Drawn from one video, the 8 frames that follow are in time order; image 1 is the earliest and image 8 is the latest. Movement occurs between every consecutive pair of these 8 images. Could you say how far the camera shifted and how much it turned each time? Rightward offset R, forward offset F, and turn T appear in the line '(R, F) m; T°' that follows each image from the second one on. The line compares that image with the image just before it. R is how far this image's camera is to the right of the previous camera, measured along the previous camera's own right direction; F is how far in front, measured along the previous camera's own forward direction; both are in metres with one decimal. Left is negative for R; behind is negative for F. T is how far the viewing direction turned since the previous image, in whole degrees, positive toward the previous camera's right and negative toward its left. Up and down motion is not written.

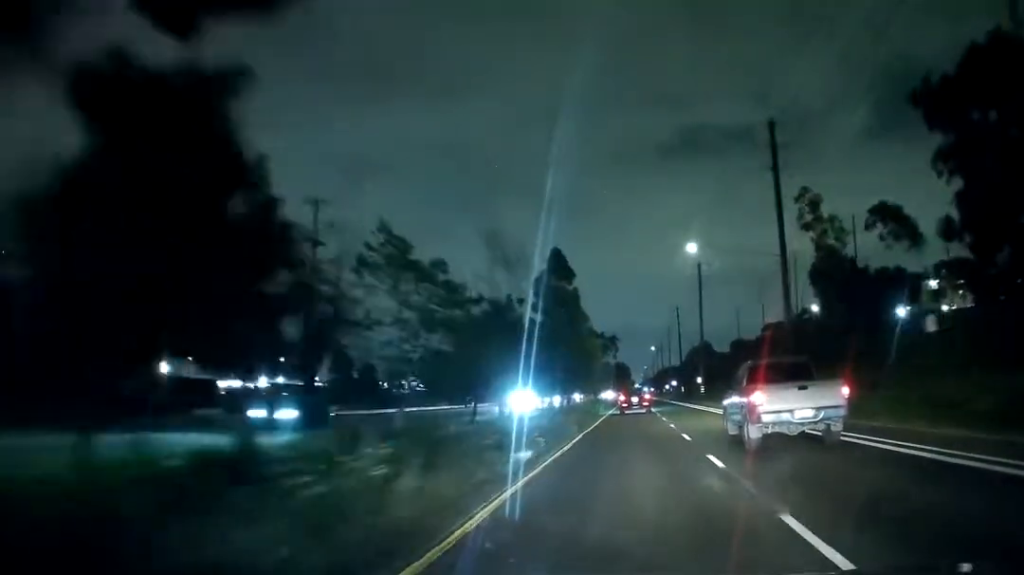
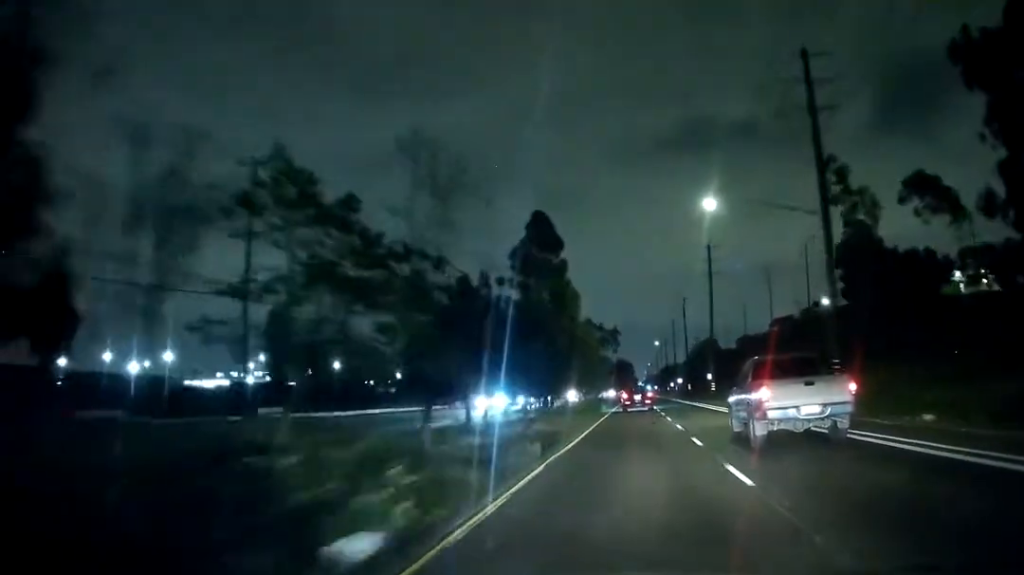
(0.0, +10.4) m; 0°
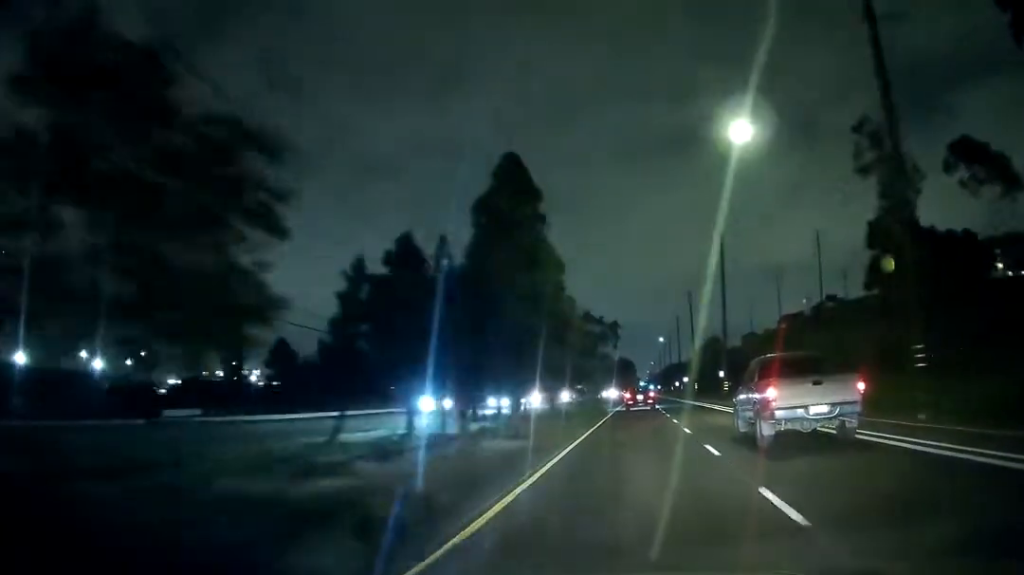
(0.0, +10.0) m; 0°
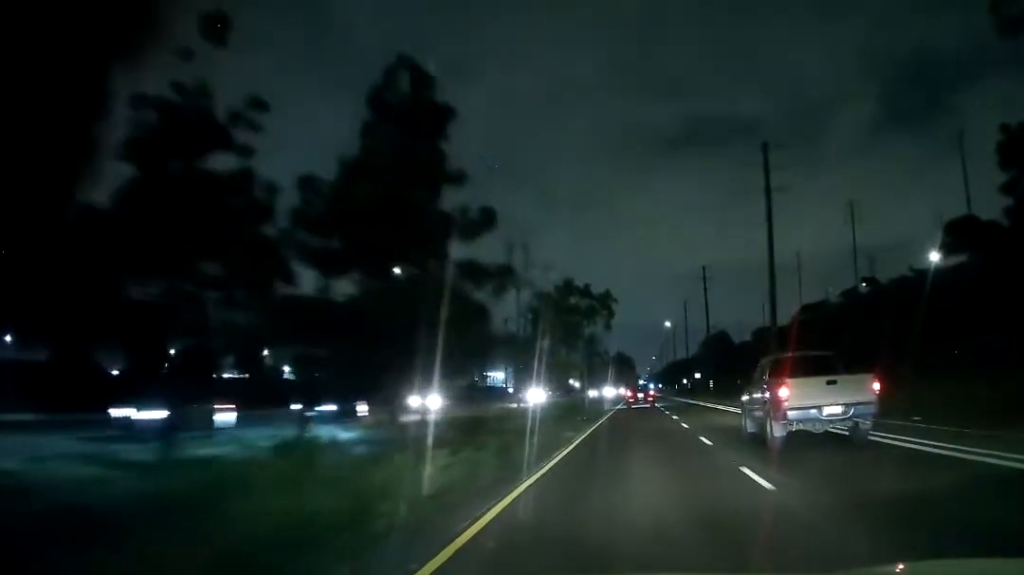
(-0.2, +27.3) m; 0°
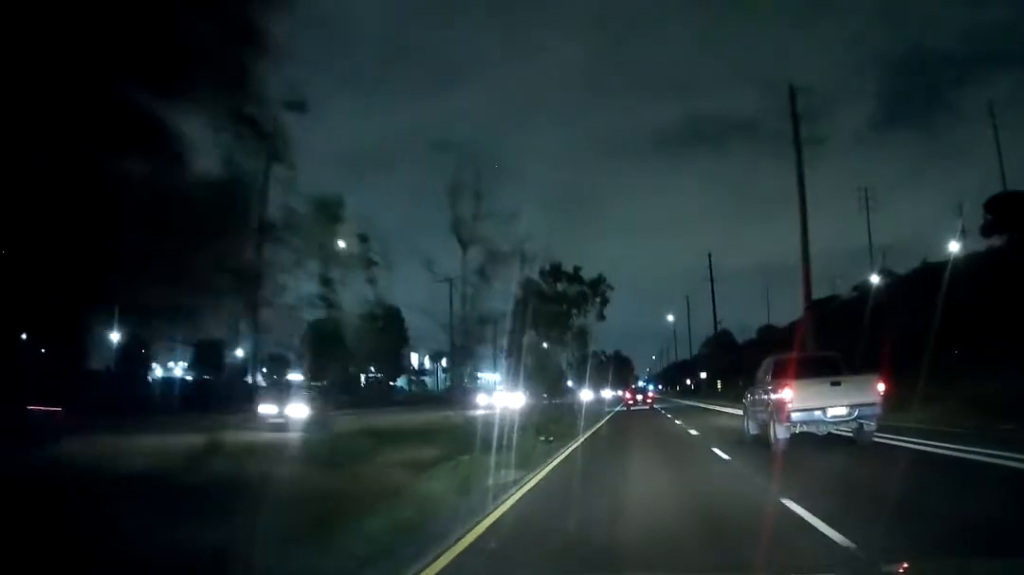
(+0.1, +10.9) m; 0°
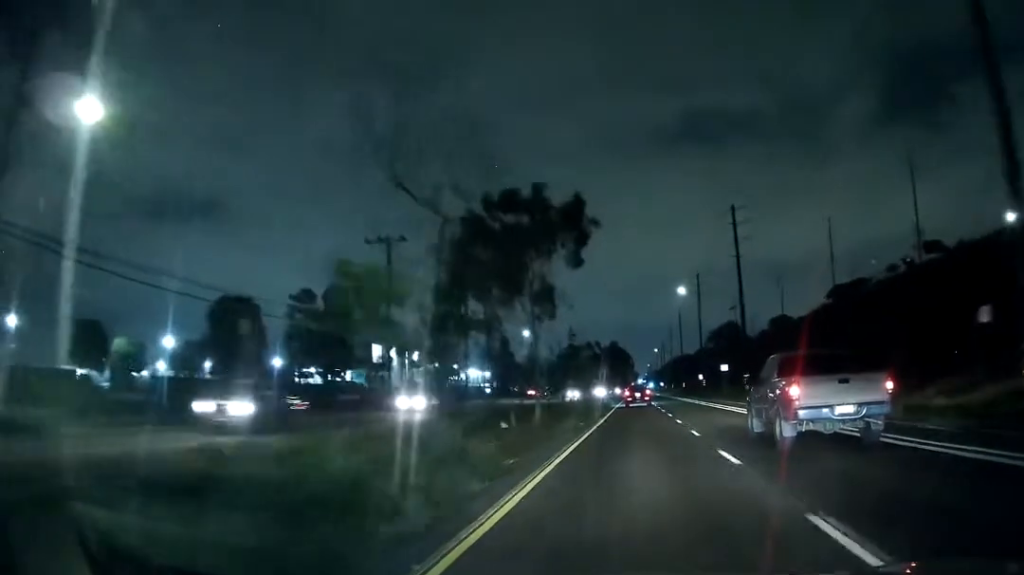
(-0.2, +23.3) m; 0°
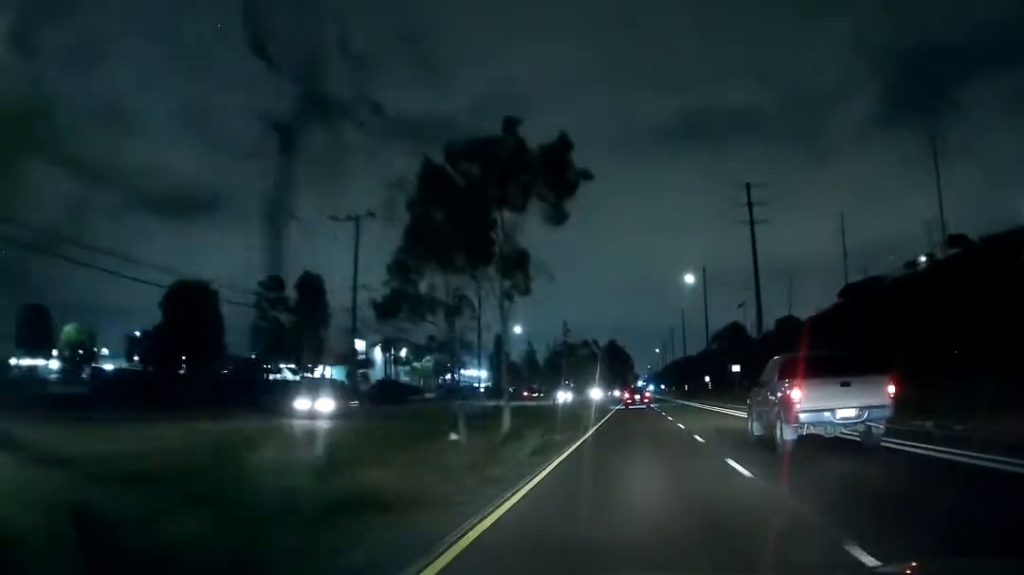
(0.0, +8.6) m; 0°
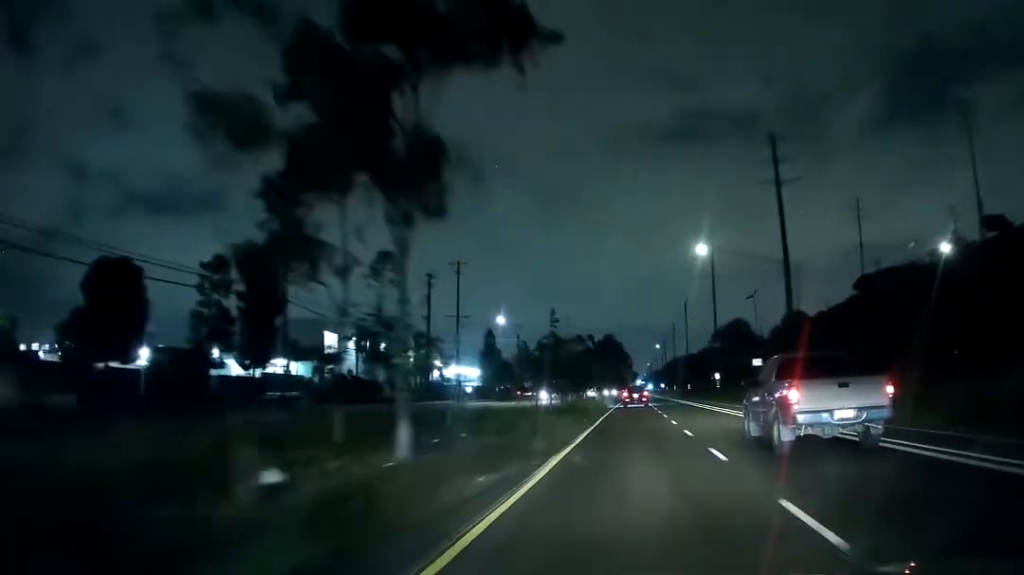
(+0.1, +12.6) m; +1°
